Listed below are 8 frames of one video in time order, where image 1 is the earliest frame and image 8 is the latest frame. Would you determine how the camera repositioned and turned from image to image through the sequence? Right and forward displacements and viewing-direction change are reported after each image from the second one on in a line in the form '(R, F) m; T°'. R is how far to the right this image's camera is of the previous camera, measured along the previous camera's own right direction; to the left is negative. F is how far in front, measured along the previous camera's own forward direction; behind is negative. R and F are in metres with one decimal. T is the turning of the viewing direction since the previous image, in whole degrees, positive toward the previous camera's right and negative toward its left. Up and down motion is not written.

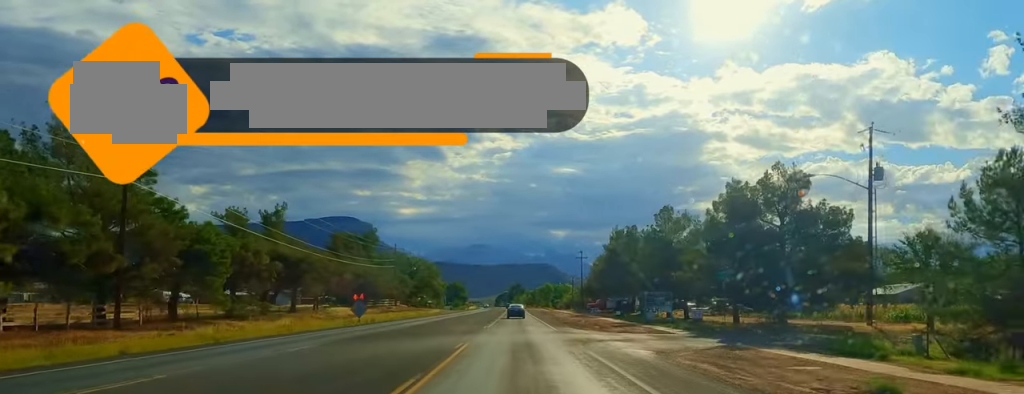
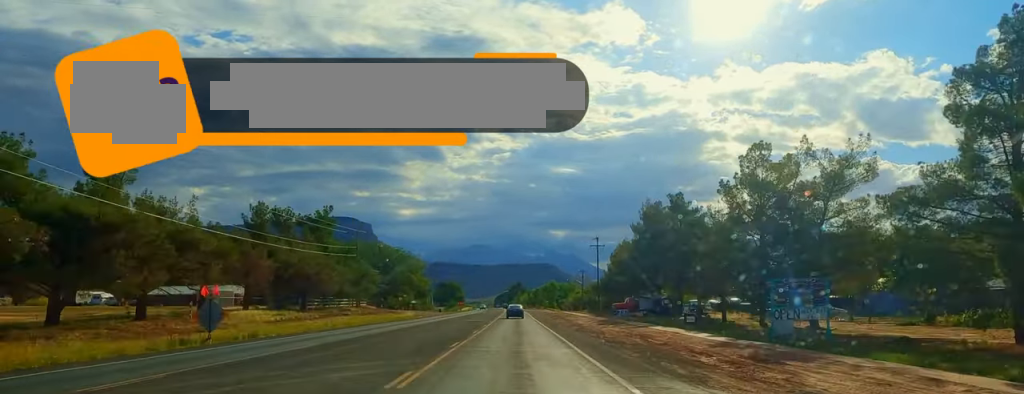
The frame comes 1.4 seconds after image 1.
(0.0, +31.9) m; 0°
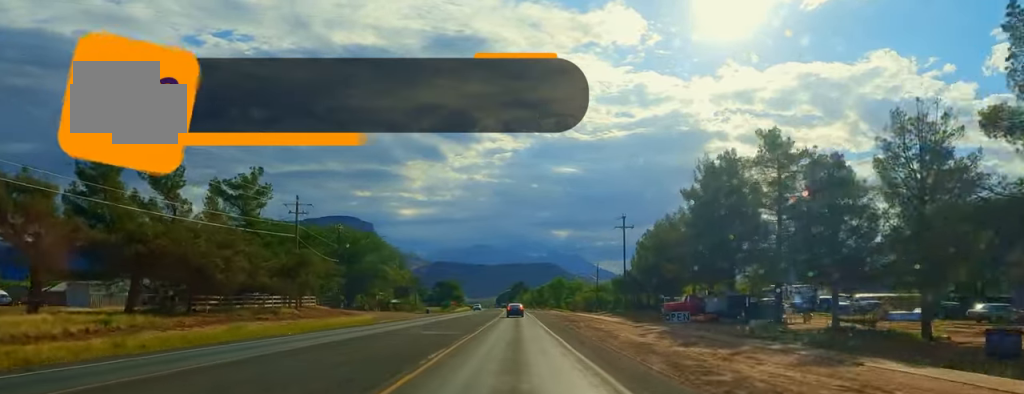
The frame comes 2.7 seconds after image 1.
(0.0, +29.1) m; 0°
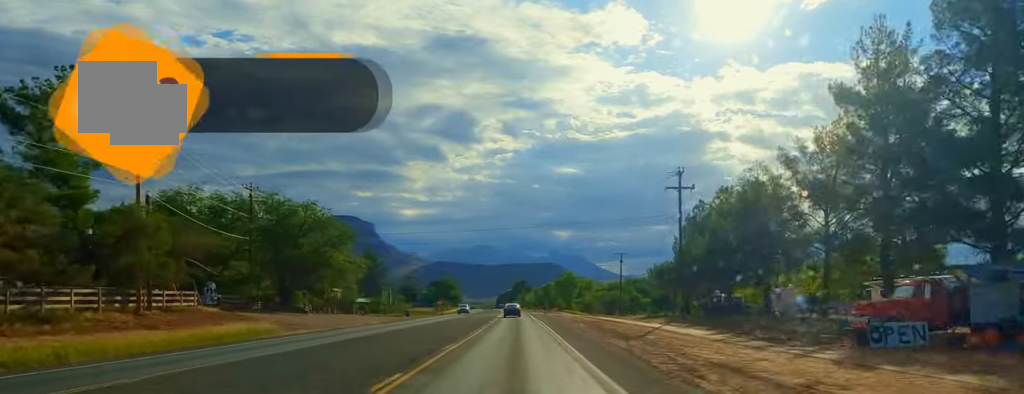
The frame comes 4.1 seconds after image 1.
(0.0, +31.4) m; 0°
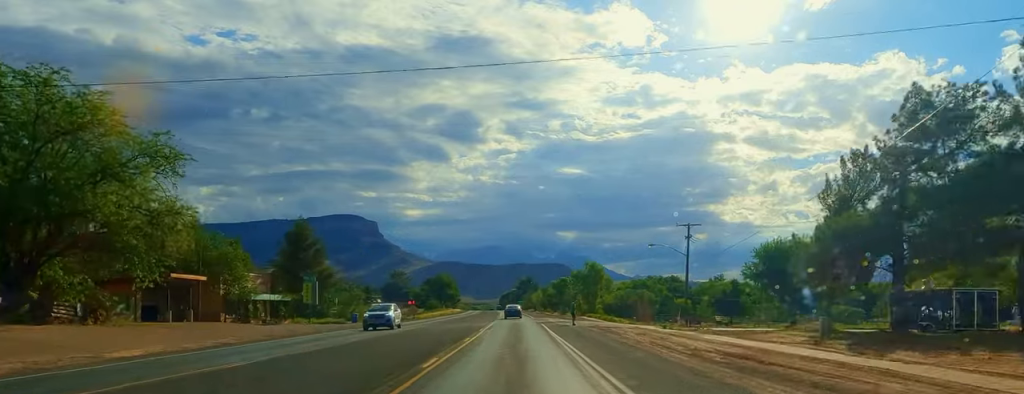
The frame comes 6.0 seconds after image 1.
(0.0, +42.9) m; 0°
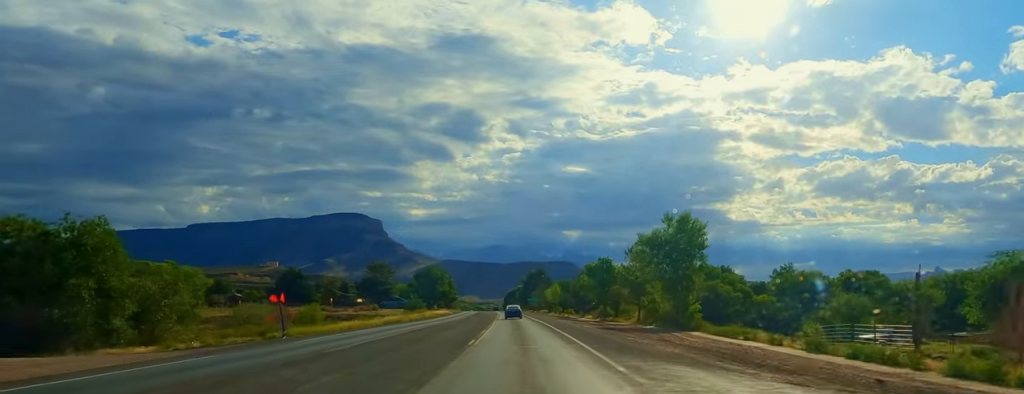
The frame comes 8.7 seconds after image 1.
(-1.0, +60.3) m; -2°
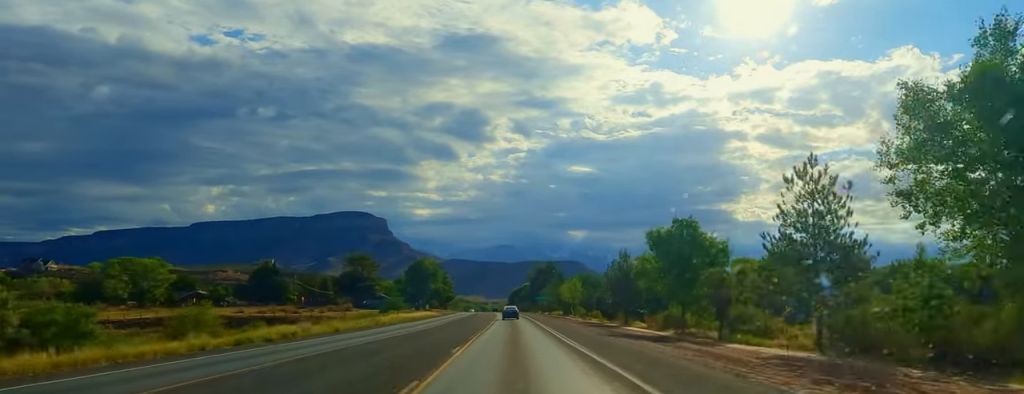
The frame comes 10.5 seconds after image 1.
(-0.7, +40.4) m; 0°
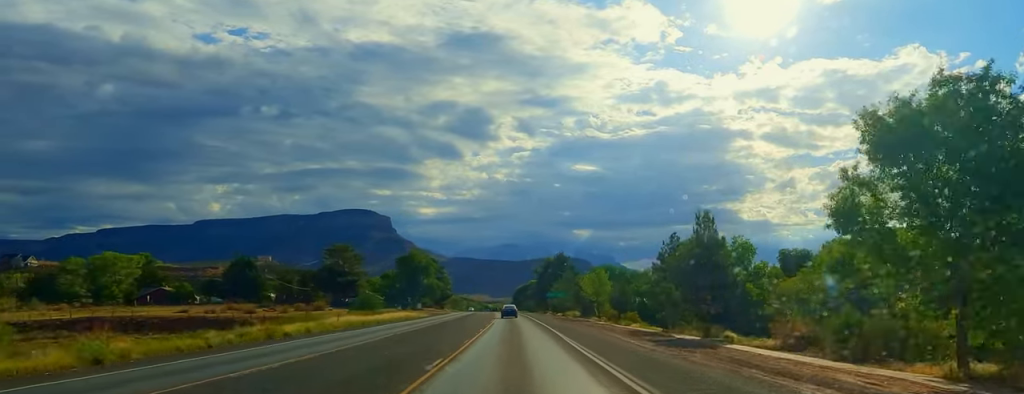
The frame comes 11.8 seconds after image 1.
(+1.0, +30.2) m; 0°
